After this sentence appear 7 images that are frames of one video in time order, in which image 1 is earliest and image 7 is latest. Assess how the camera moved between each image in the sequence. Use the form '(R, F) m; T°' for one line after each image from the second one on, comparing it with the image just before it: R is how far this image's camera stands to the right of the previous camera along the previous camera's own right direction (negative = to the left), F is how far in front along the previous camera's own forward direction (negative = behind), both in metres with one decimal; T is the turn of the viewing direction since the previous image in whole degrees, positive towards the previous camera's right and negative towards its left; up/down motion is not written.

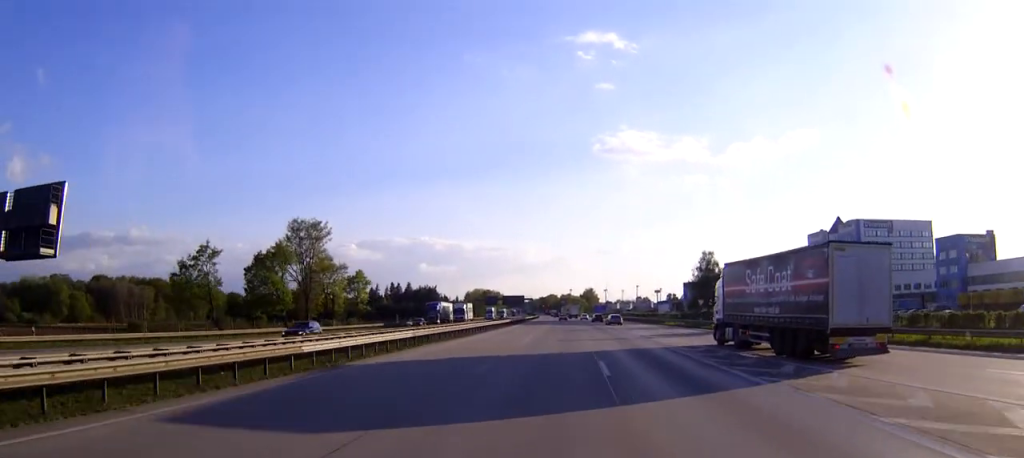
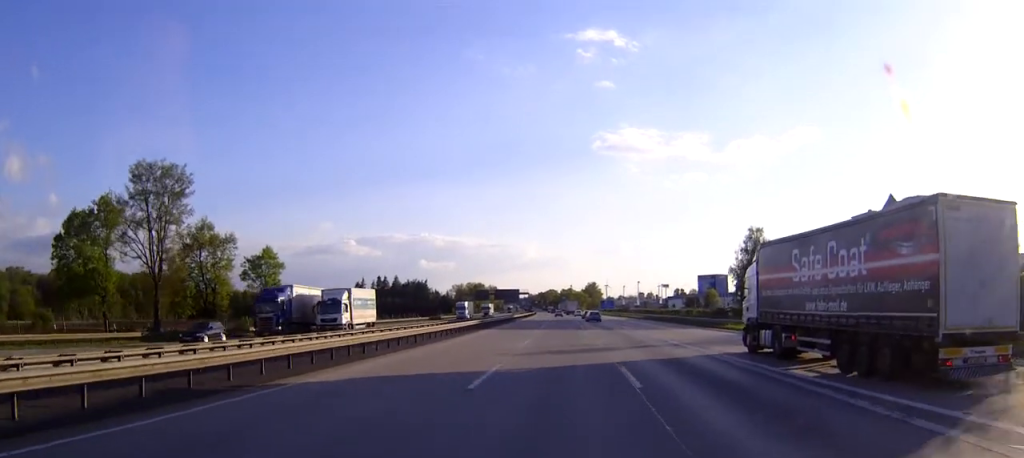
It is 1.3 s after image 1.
(-0.1, +39.3) m; 0°
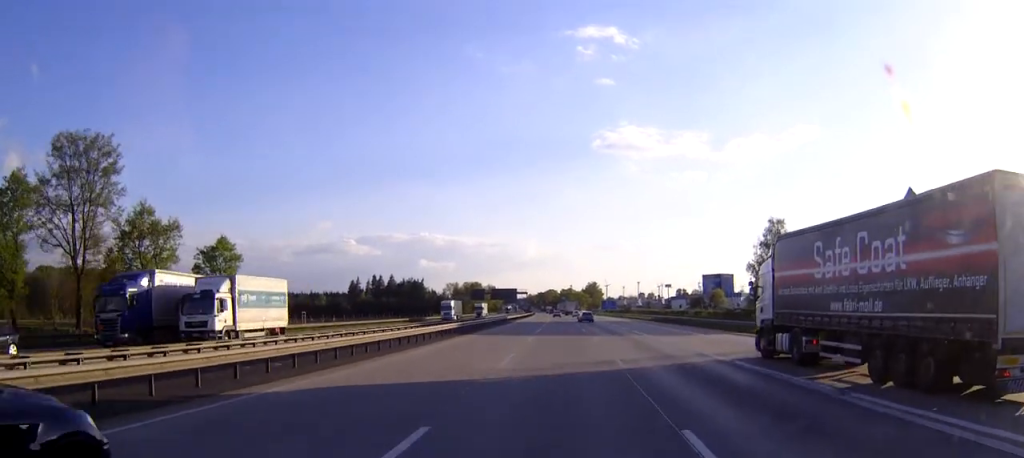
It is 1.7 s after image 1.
(0.0, +11.8) m; 0°
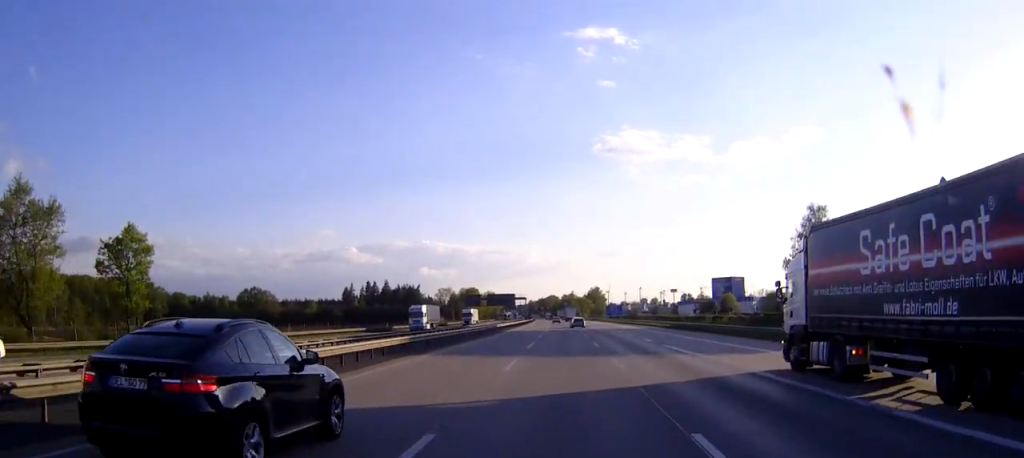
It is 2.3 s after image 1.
(0.0, +17.6) m; 0°
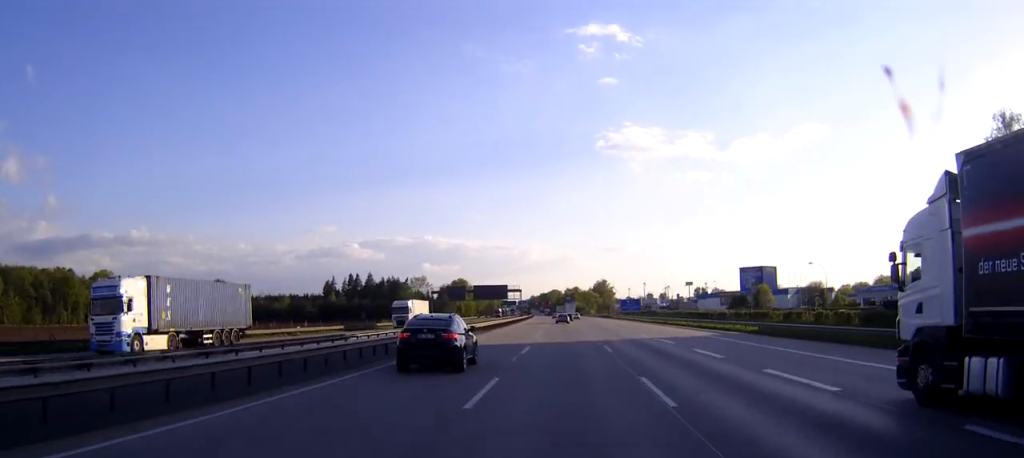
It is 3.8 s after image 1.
(-0.1, +44.1) m; 0°
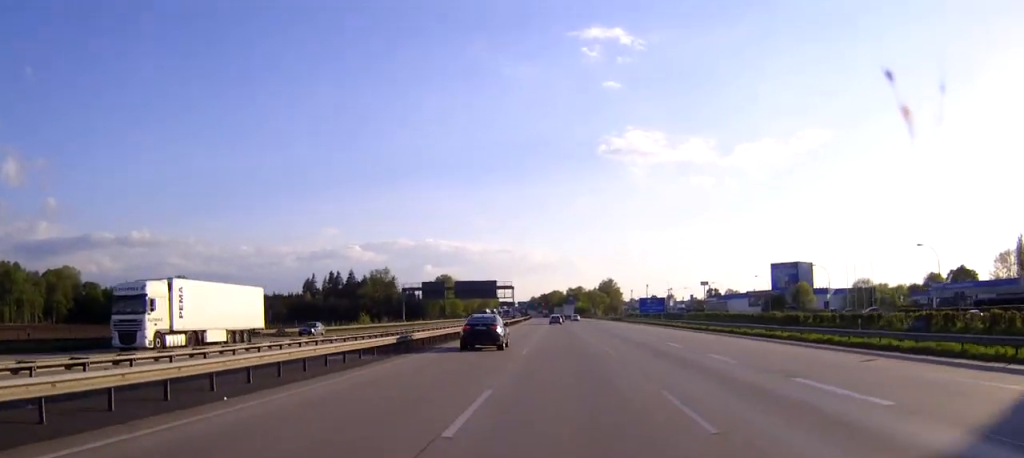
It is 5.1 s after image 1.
(0.0, +38.1) m; 0°
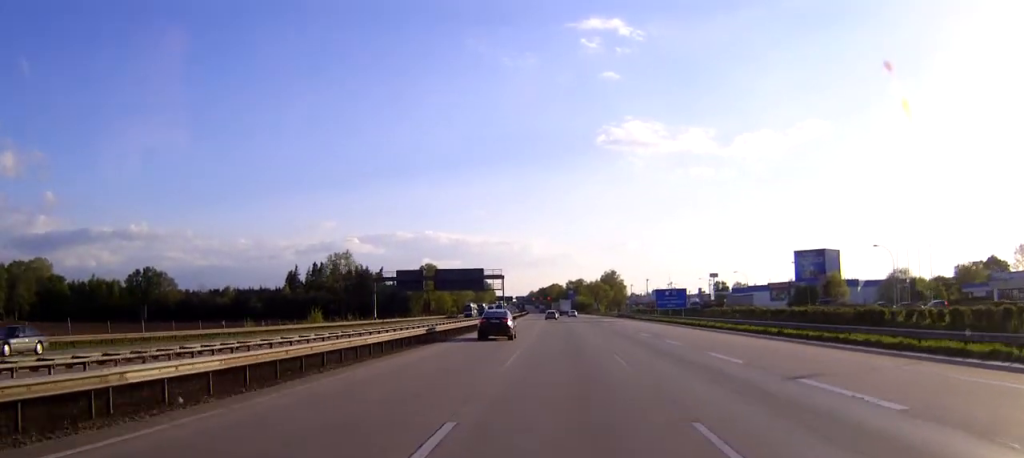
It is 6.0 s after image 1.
(-0.1, +24.4) m; 0°
